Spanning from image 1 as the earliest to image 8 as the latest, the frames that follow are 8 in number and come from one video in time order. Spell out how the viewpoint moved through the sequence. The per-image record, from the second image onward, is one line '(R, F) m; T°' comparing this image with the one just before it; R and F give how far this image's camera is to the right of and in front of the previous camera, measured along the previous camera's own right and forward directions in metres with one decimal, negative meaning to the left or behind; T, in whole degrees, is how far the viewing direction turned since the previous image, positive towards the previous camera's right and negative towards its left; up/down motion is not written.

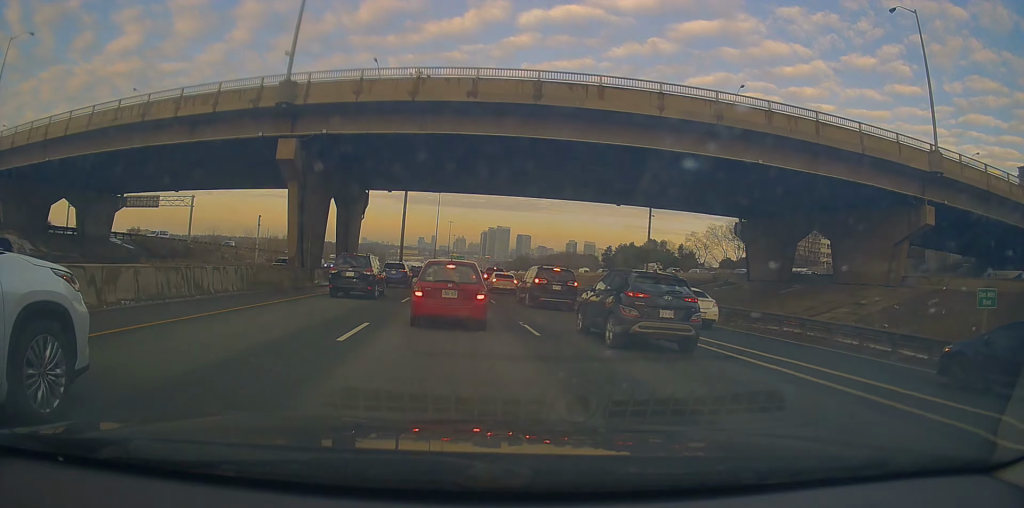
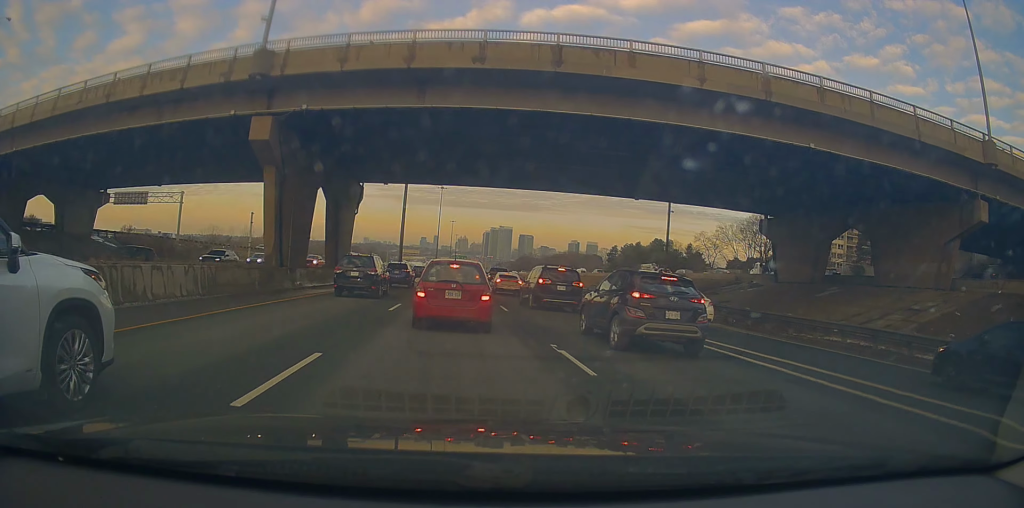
(+0.2, +4.8) m; 0°
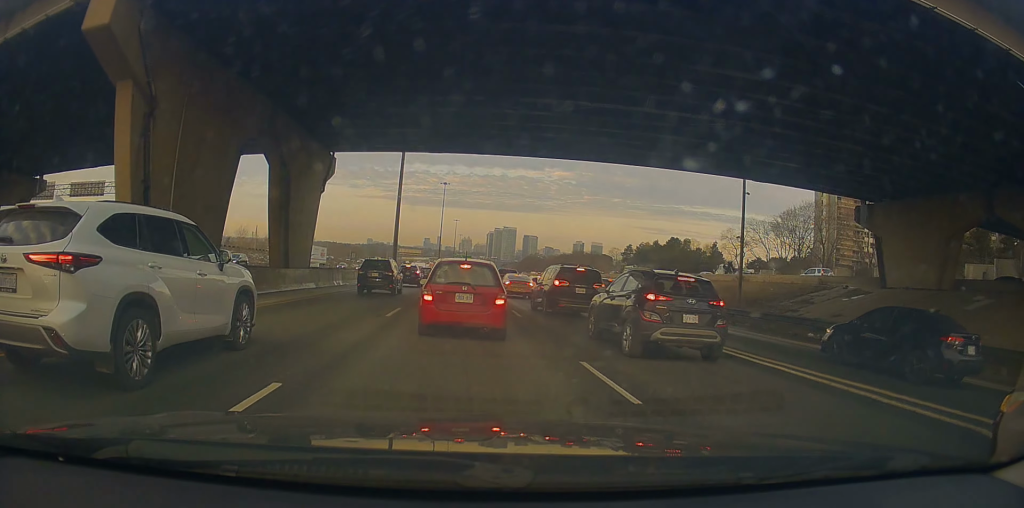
(+0.3, +14.8) m; +5°
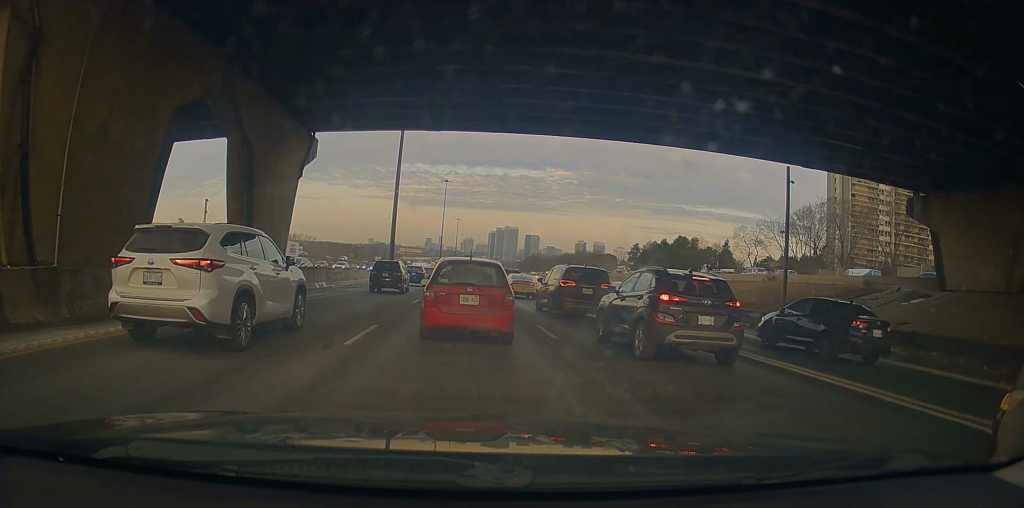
(0.0, +5.8) m; -4°
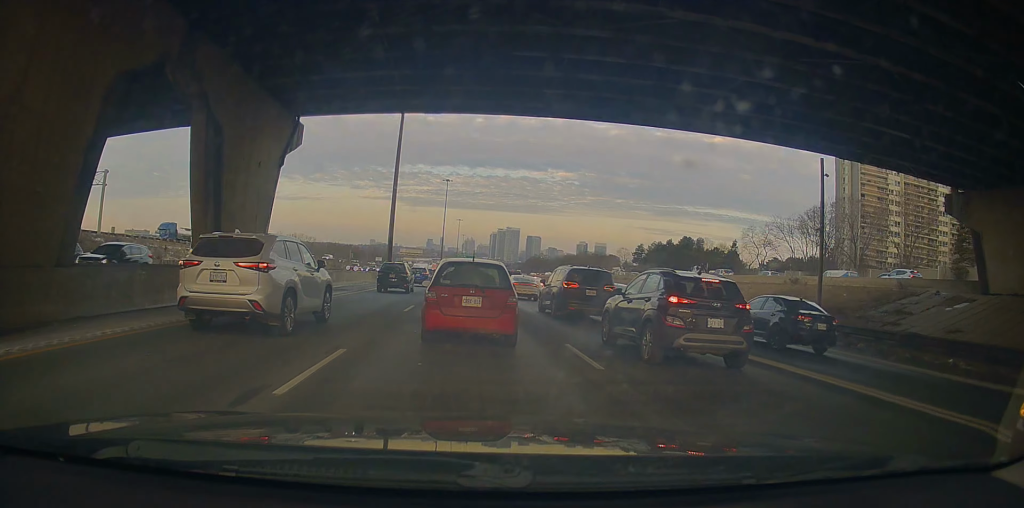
(-0.2, +3.6) m; -3°
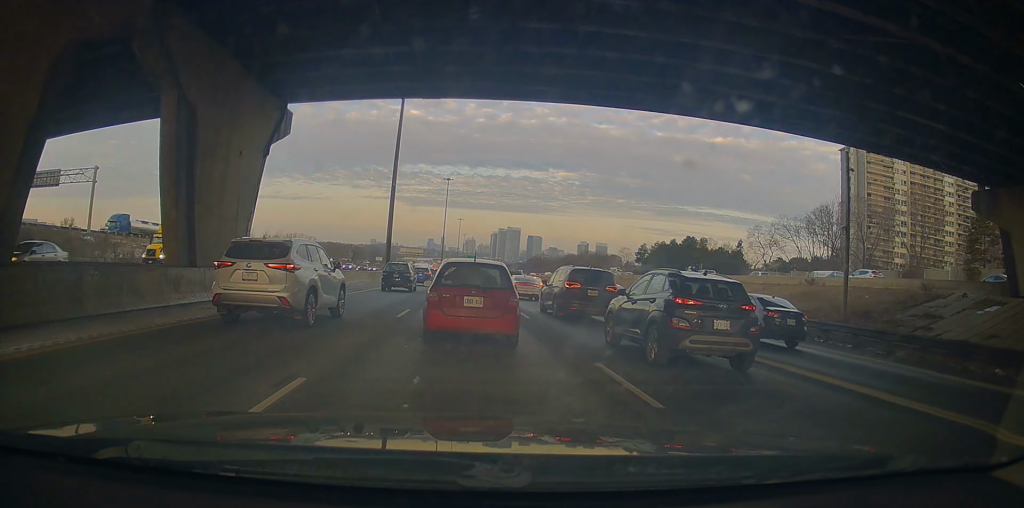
(-0.2, +2.3) m; 0°
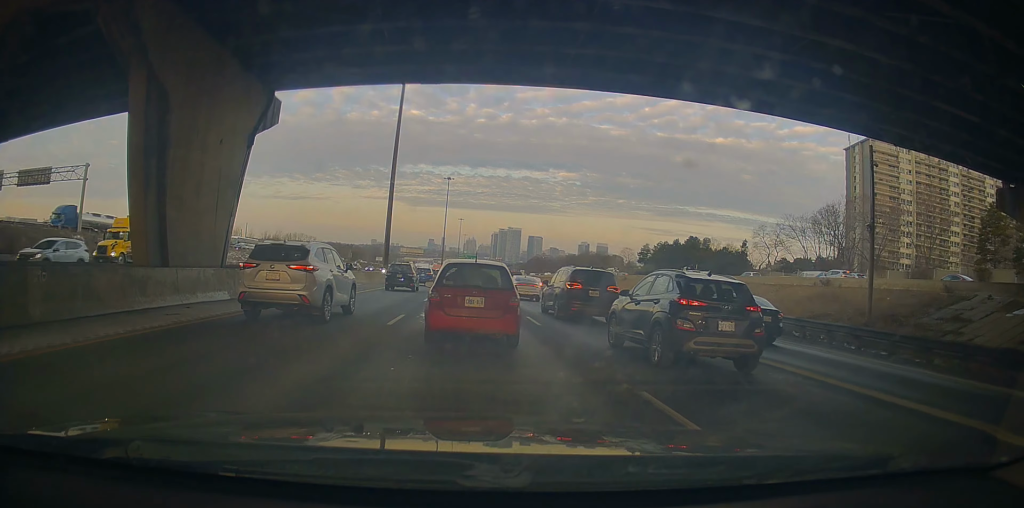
(+0.2, +2.0) m; +4°
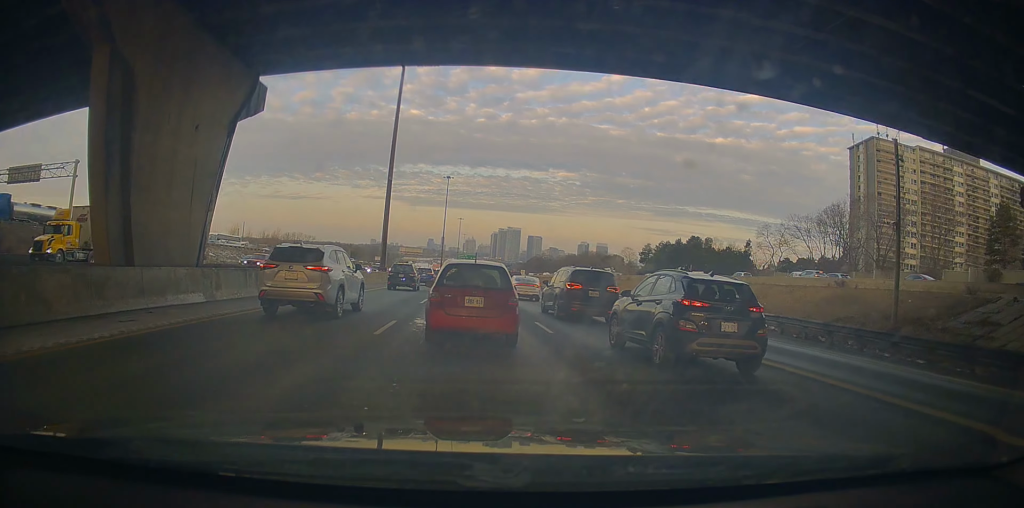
(+0.1, +2.0) m; +3°
